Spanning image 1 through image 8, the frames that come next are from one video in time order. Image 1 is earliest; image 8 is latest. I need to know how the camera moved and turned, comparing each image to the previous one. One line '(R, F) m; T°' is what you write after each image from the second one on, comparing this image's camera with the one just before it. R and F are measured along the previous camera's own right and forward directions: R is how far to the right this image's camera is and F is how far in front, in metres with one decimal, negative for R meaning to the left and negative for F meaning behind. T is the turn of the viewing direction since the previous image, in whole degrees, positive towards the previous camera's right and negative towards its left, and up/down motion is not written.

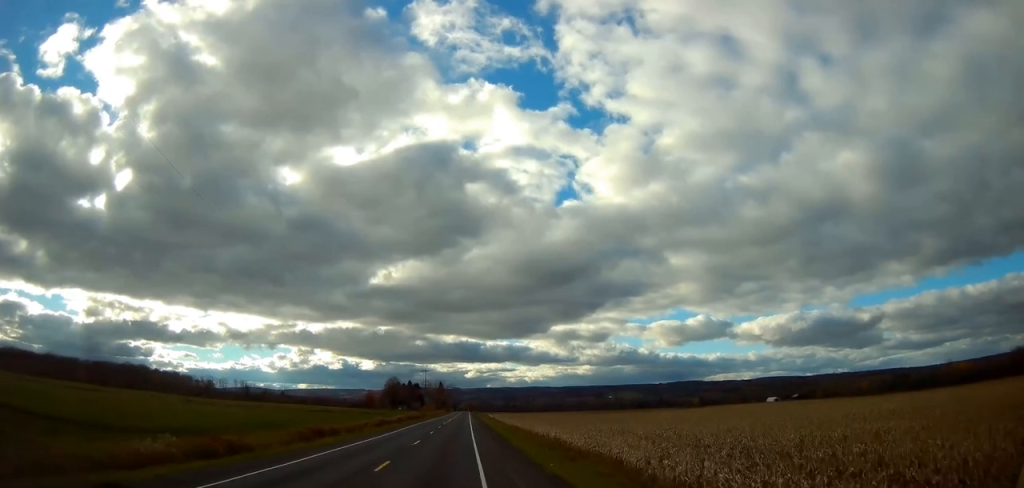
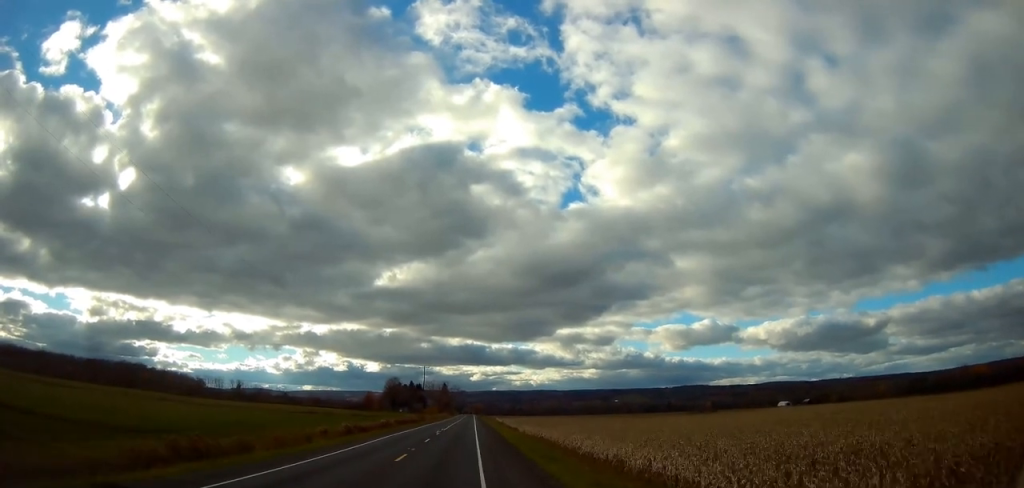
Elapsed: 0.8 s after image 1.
(-0.1, +20.7) m; 0°
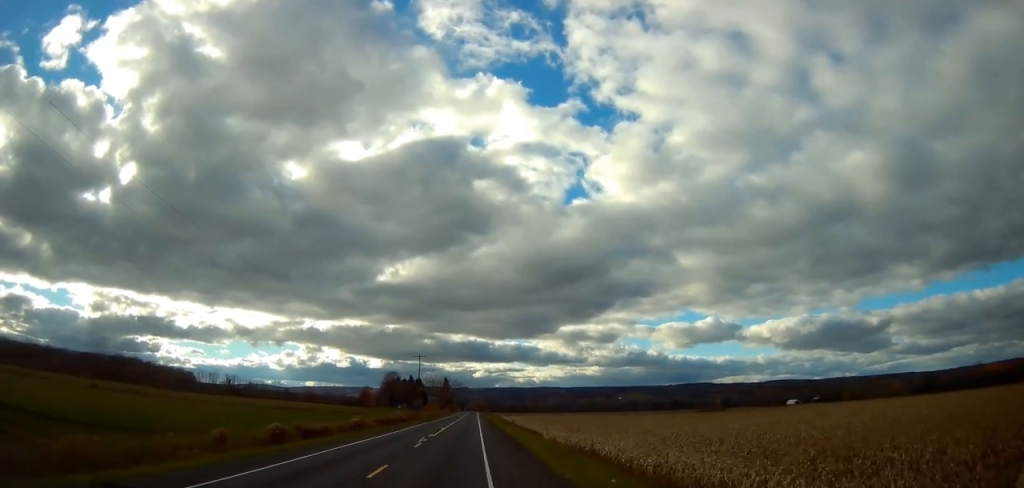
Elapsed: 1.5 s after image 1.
(+0.1, +18.3) m; 0°
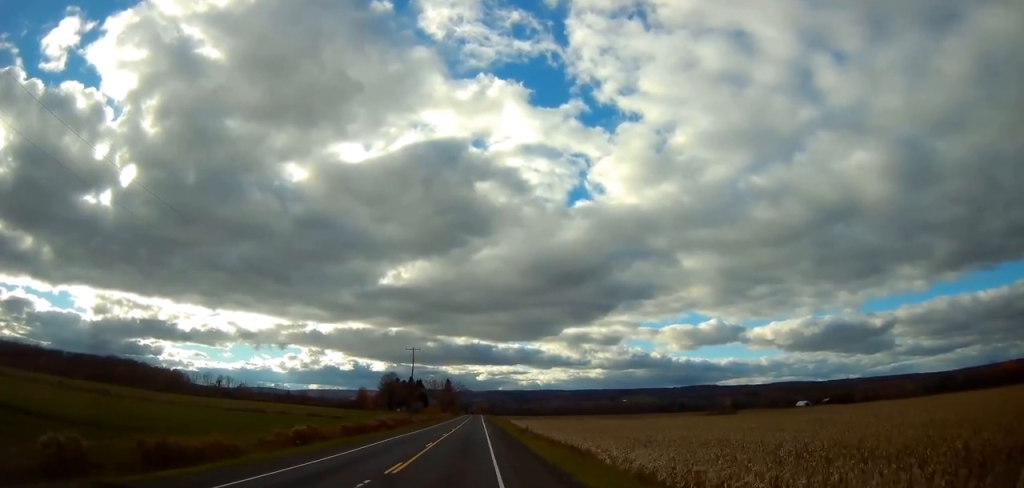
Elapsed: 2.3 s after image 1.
(0.0, +18.3) m; 0°
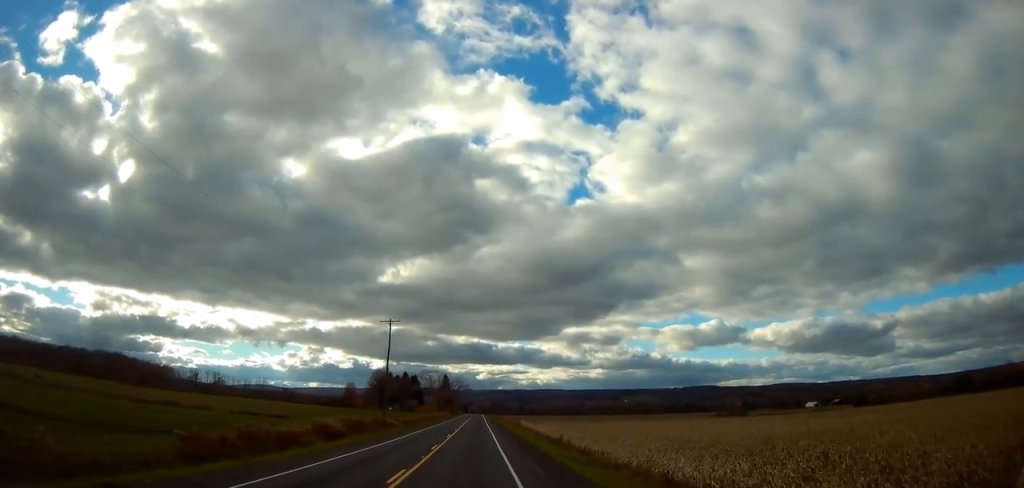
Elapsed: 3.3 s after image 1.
(-0.1, +25.7) m; 0°
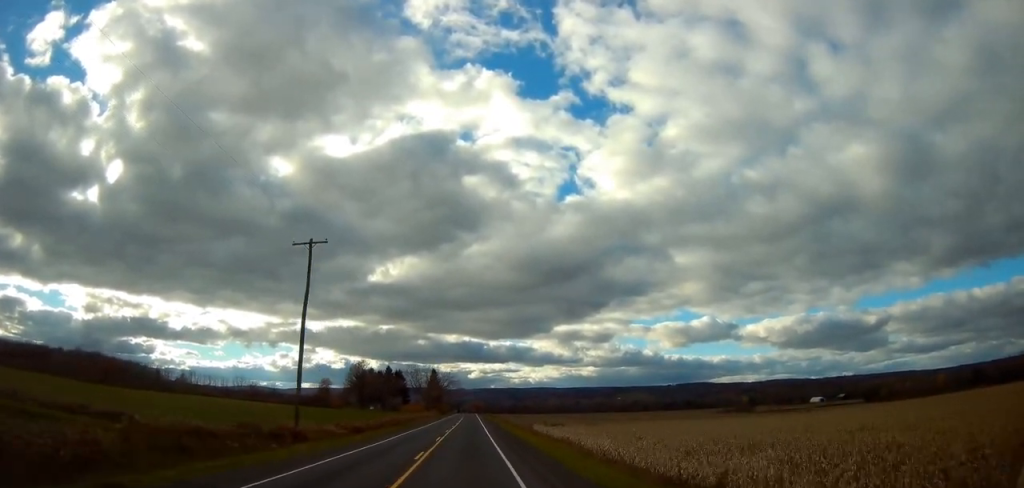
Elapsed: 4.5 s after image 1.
(0.0, +28.4) m; 0°
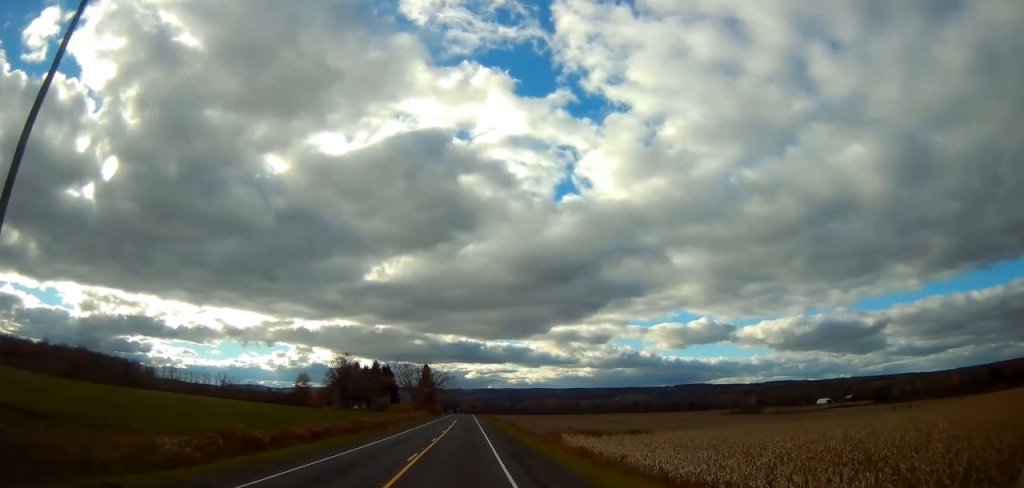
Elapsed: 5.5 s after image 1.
(+0.1, +27.6) m; +1°
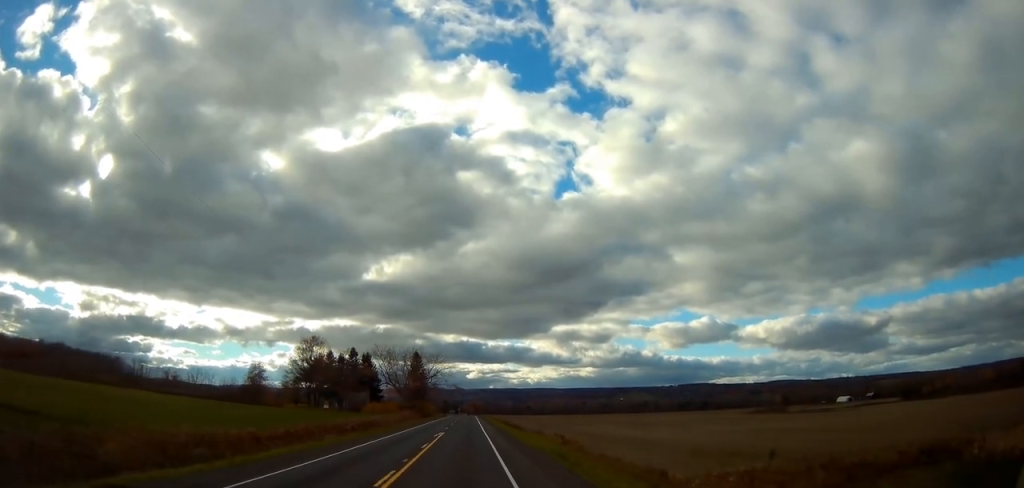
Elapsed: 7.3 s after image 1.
(0.0, +45.7) m; 0°
